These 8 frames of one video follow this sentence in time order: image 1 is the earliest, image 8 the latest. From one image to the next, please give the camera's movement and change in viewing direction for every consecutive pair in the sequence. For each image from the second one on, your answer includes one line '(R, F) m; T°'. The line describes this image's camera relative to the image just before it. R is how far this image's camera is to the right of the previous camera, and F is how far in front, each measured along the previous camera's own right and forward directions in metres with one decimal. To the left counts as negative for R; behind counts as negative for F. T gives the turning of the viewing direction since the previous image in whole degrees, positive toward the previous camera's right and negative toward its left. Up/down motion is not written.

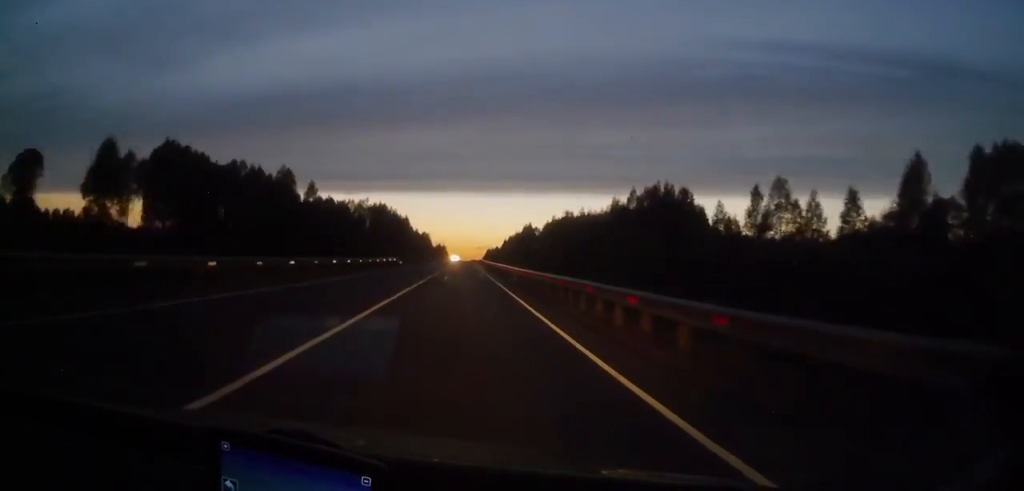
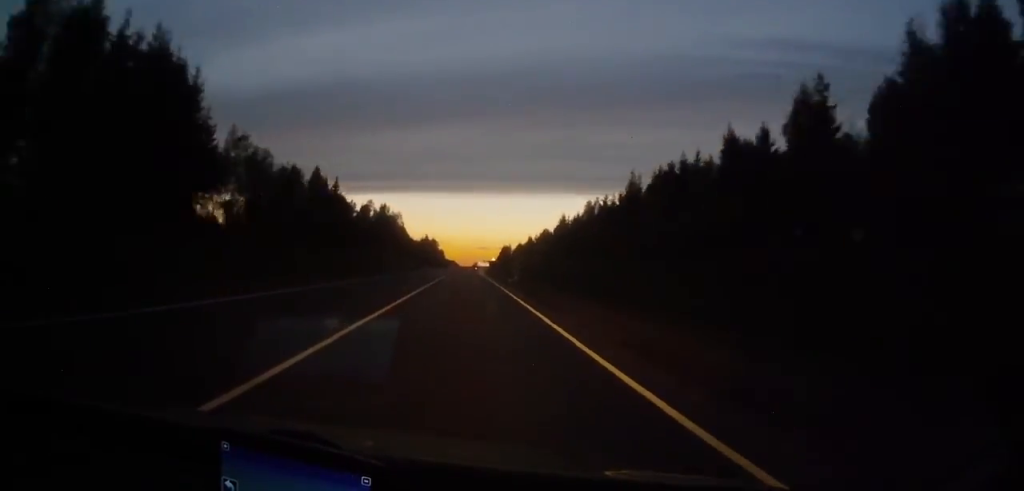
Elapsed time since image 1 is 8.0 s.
(-0.1, +225.5) m; 0°
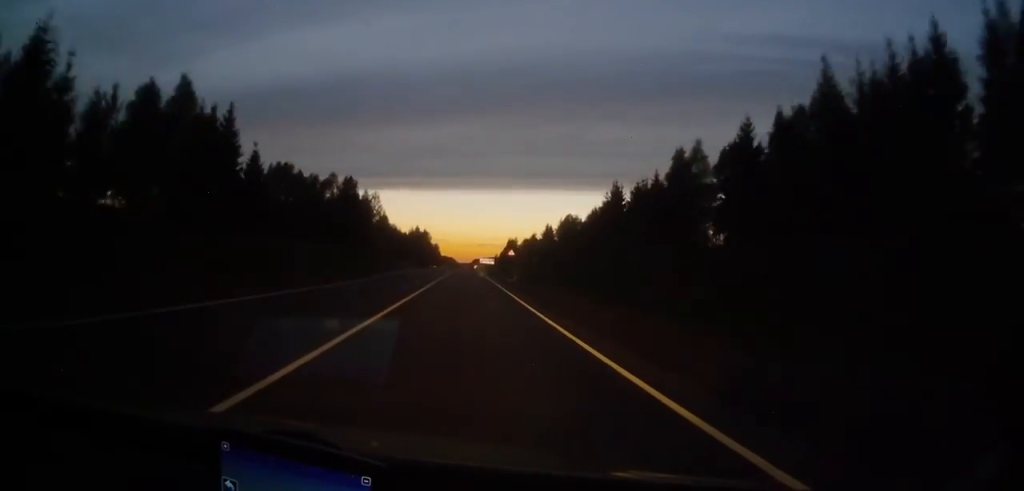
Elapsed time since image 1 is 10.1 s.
(0.0, +59.9) m; 0°
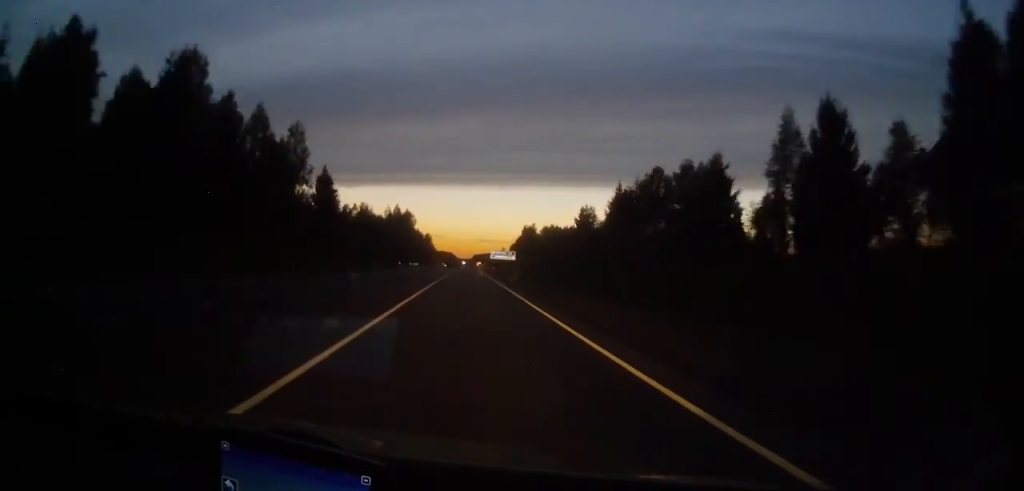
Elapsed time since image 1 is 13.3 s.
(-0.1, +88.7) m; 0°
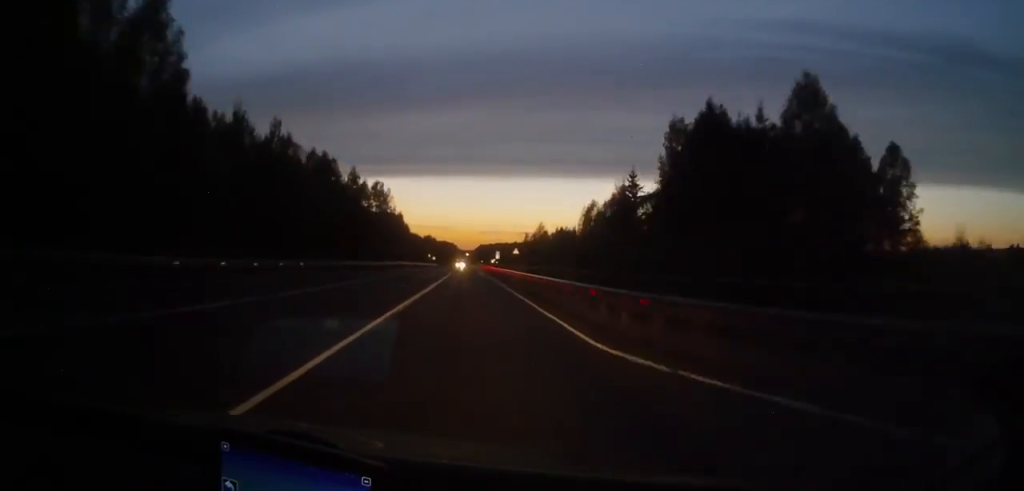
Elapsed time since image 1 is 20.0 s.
(-0.5, +180.4) m; 0°
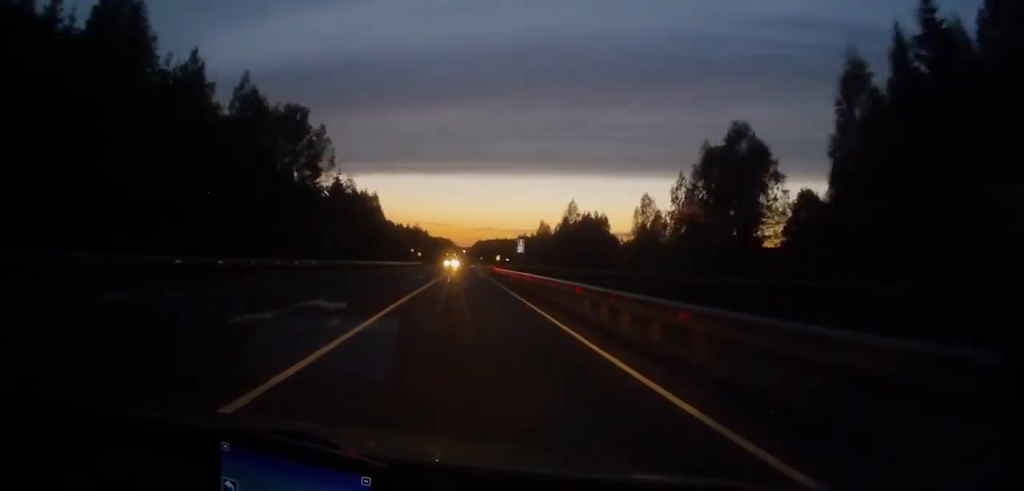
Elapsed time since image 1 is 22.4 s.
(+0.2, +63.7) m; 0°
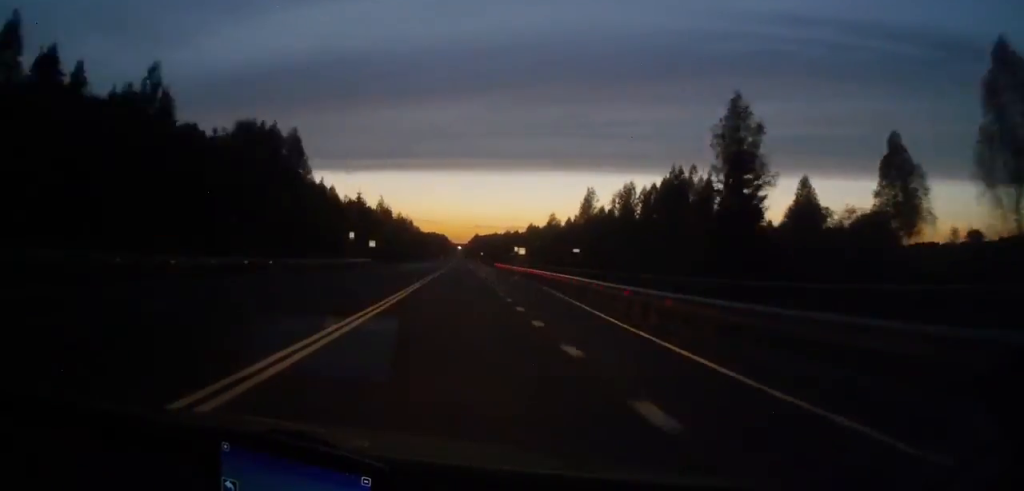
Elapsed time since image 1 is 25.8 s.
(0.0, +87.8) m; 0°
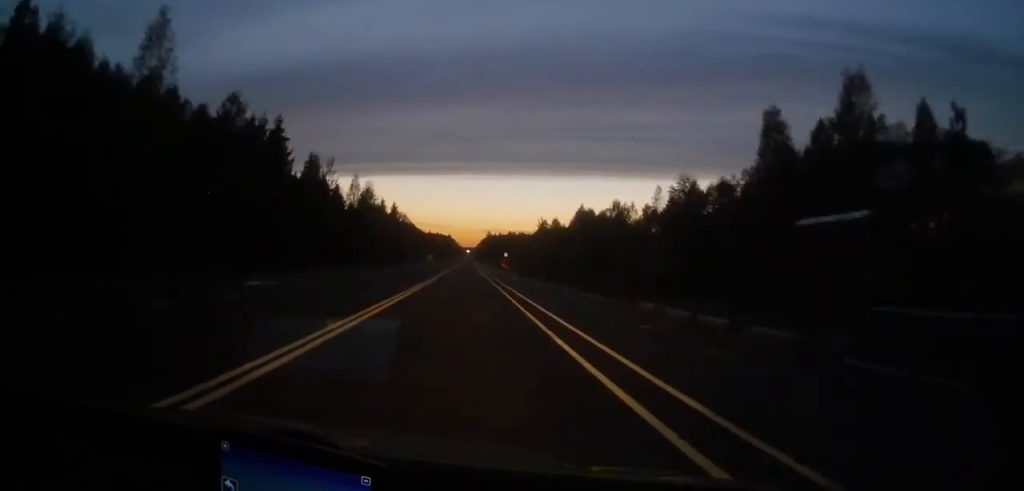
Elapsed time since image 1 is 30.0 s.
(0.0, +114.2) m; 0°
